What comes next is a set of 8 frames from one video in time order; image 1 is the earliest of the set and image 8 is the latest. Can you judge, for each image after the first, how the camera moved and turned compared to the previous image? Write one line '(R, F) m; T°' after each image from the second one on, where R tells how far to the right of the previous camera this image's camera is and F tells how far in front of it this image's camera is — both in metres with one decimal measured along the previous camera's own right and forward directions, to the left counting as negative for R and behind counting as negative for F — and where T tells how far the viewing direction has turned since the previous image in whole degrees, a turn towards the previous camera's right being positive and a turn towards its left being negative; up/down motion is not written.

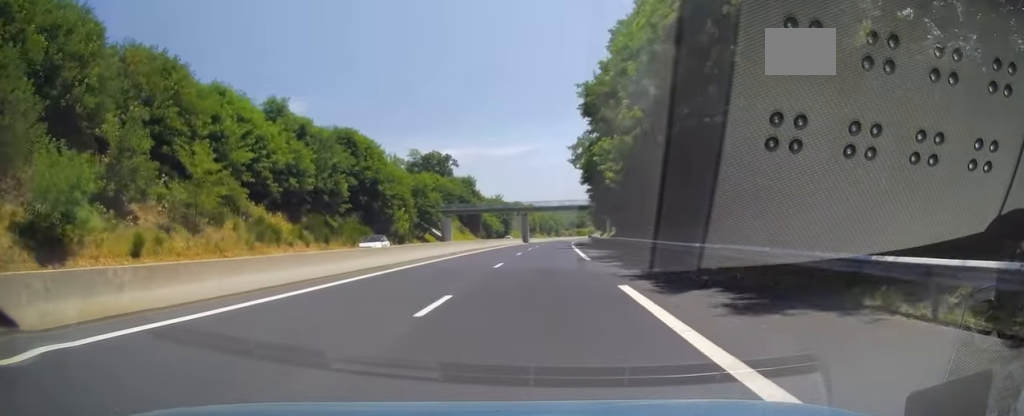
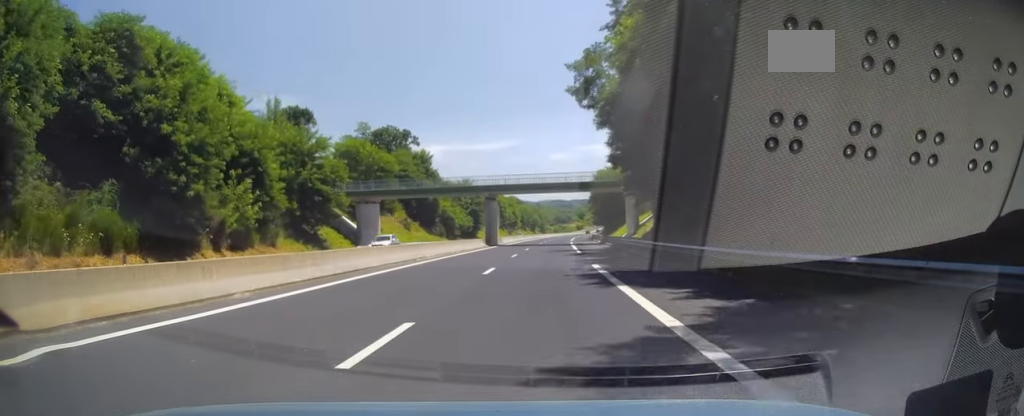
(+0.6, +43.2) m; +2°
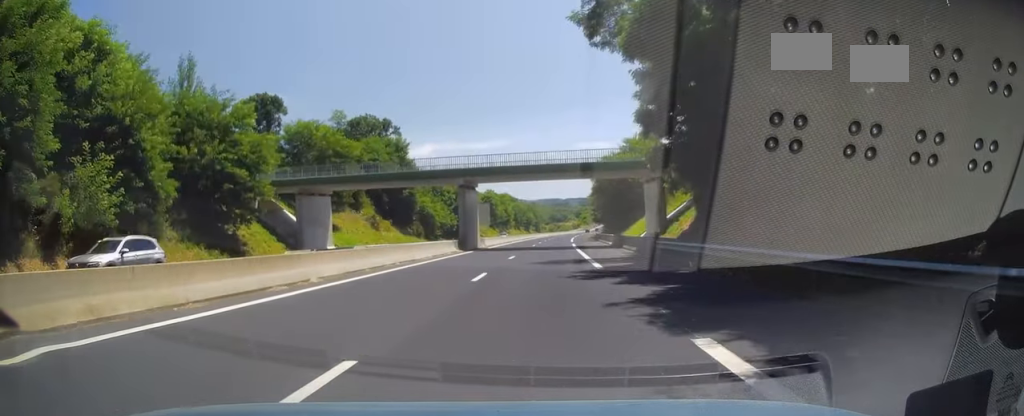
(+0.1, +16.1) m; +1°
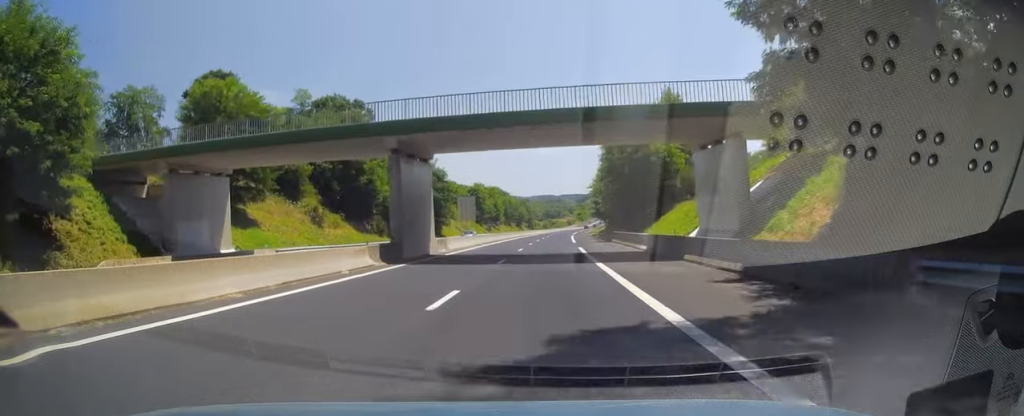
(0.0, +19.6) m; +1°
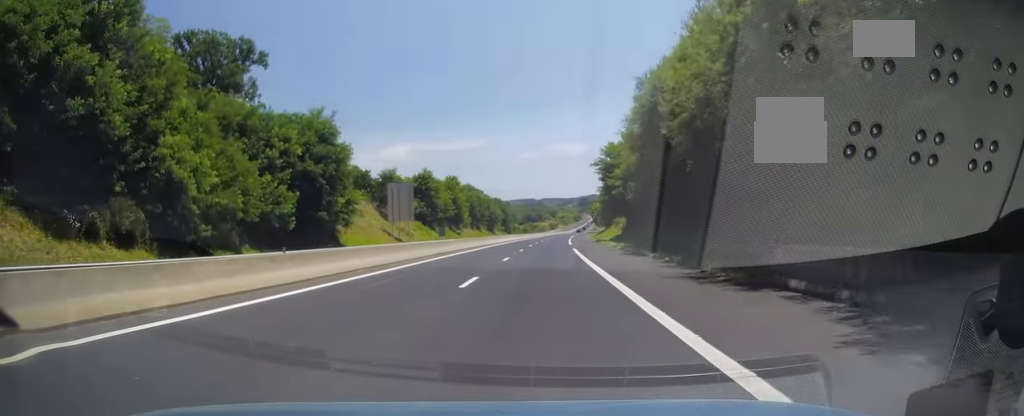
(+1.0, +48.2) m; +2°
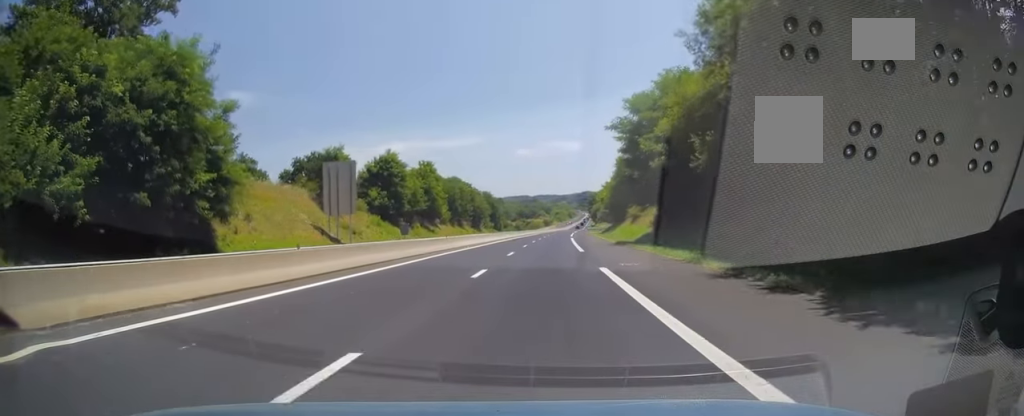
(+0.1, +24.5) m; +1°
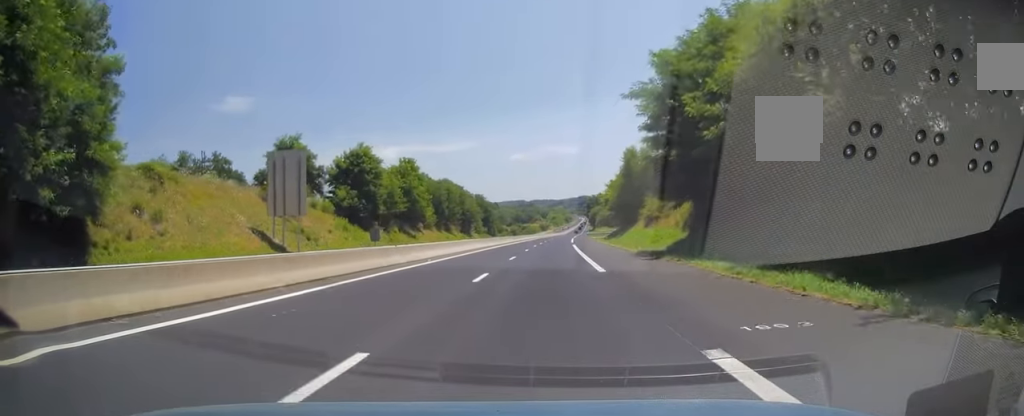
(0.0, +13.0) m; 0°
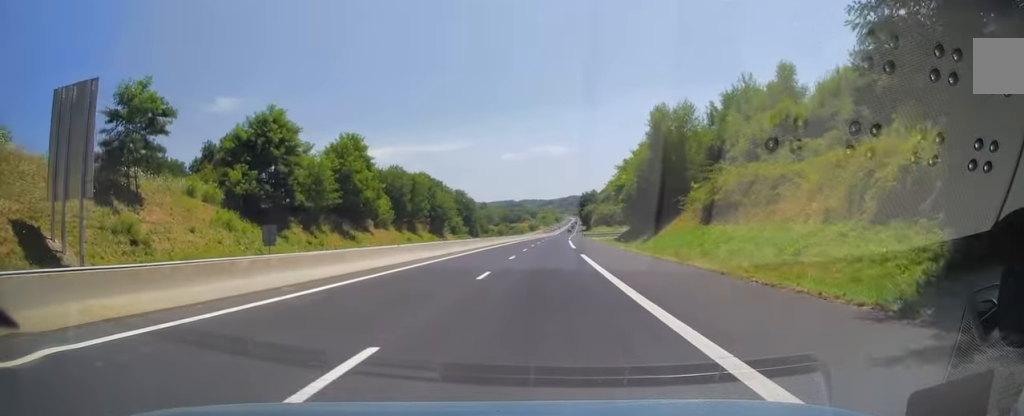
(+0.2, +26.0) m; +1°
